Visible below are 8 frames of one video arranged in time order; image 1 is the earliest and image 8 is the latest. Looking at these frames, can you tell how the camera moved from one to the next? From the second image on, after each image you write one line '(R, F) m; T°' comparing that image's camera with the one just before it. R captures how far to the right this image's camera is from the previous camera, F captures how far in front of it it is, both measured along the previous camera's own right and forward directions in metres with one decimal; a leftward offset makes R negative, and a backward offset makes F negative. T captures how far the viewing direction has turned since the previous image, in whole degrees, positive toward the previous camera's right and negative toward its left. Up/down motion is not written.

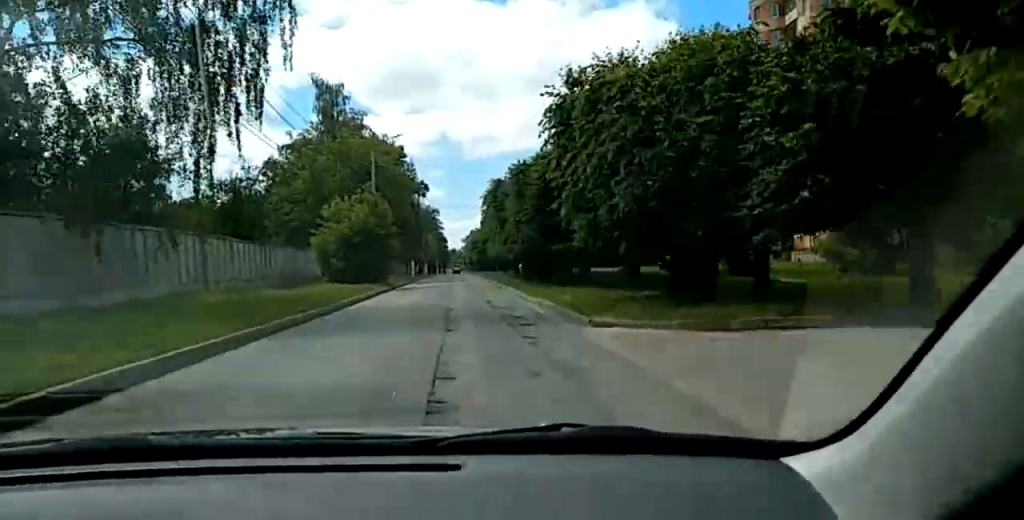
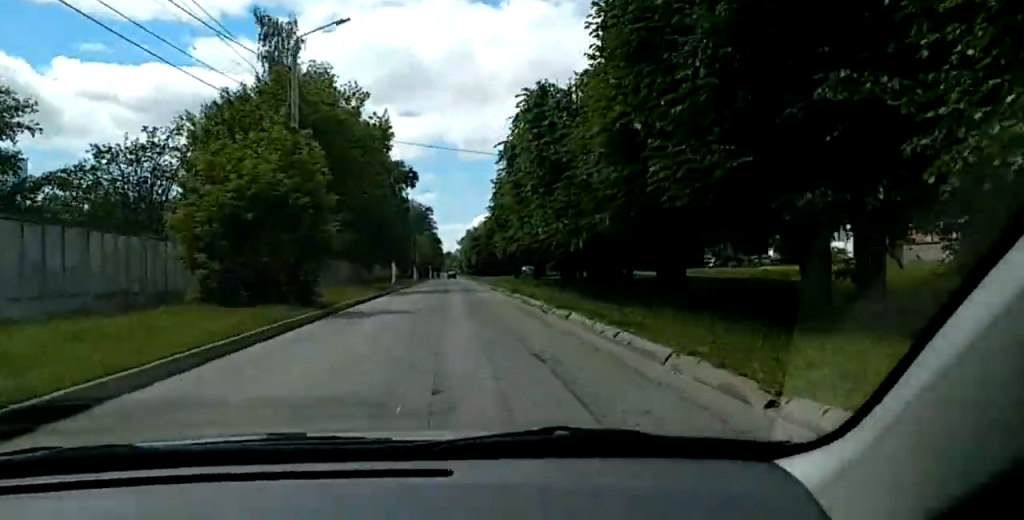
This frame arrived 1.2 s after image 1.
(+0.1, +22.4) m; +1°
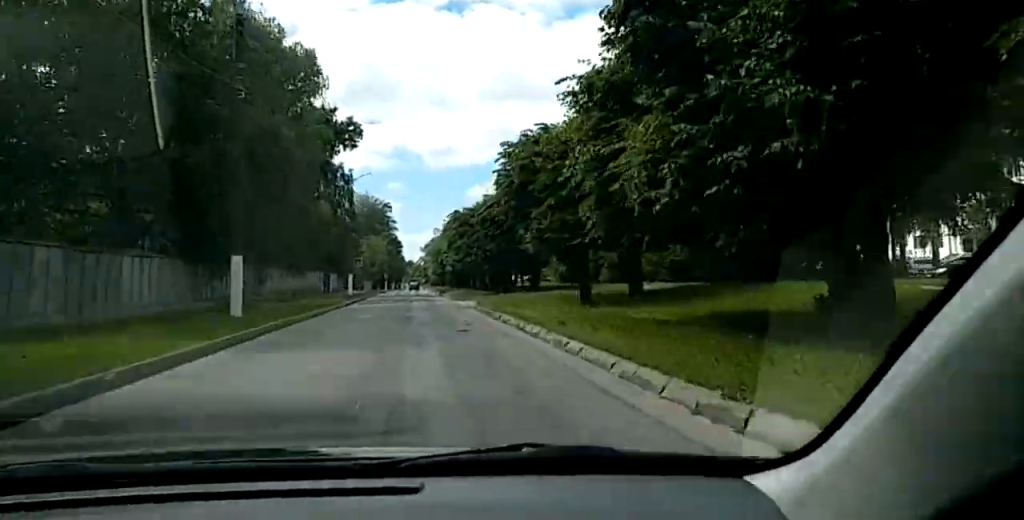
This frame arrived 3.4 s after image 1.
(+0.3, +42.1) m; 0°
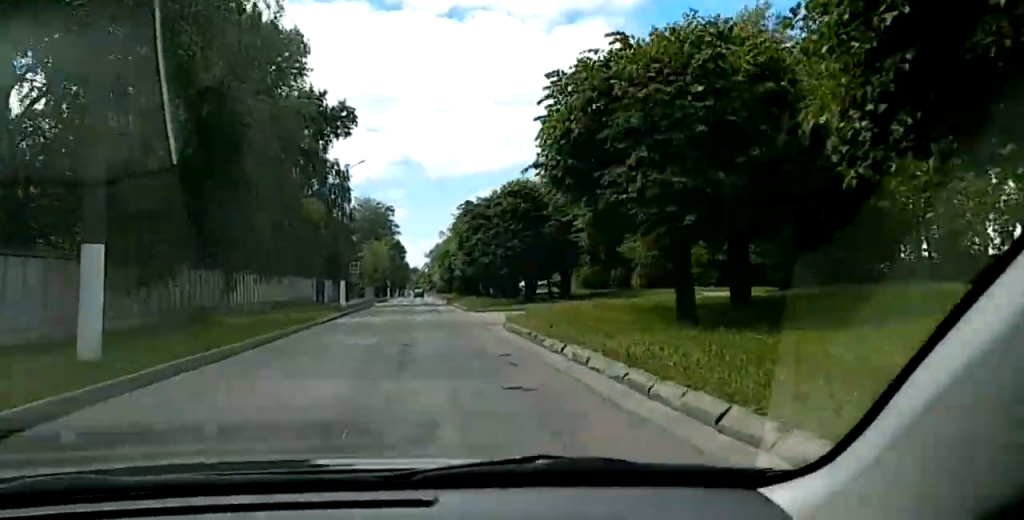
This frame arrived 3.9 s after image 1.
(0.0, +9.8) m; 0°
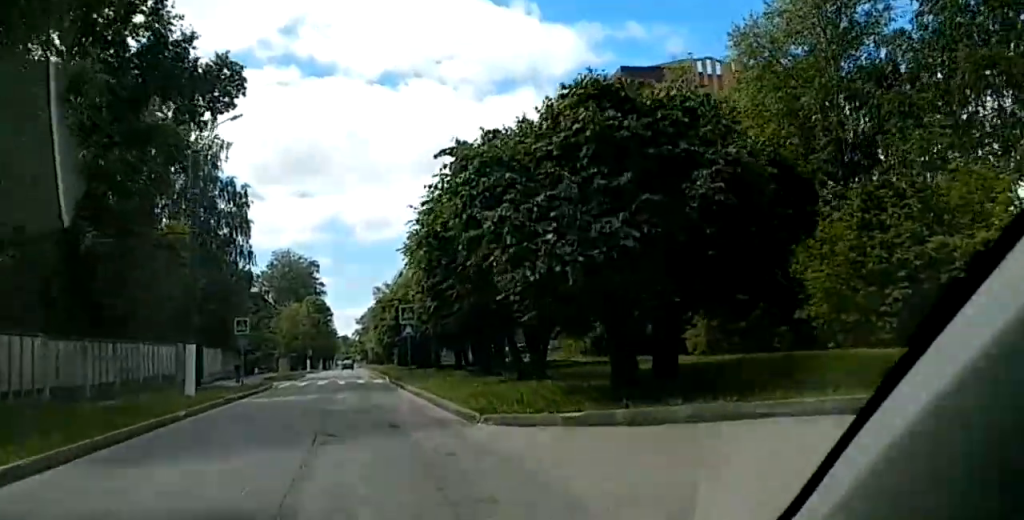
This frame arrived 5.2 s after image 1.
(-0.3, +23.9) m; -2°
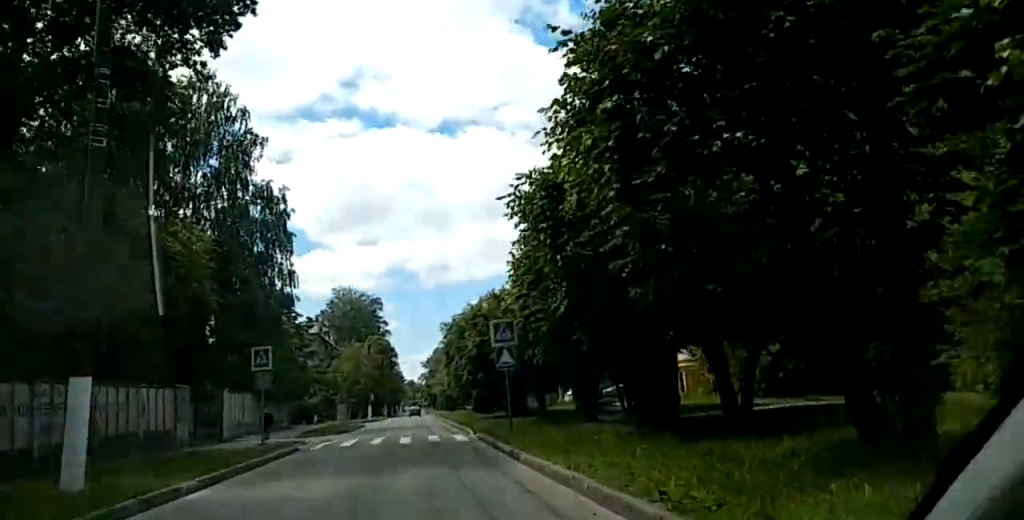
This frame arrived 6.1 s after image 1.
(-0.3, +15.2) m; -1°
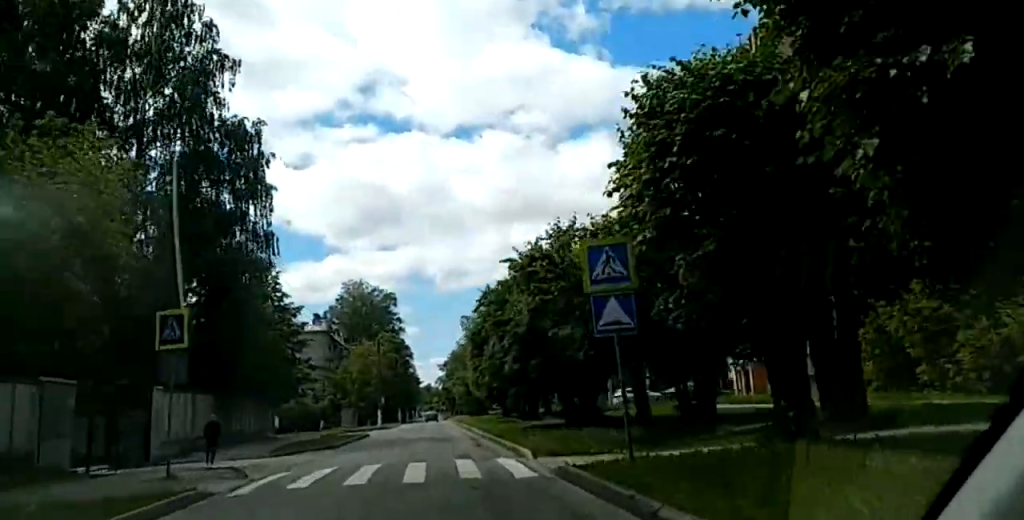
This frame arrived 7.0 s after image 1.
(0.0, +14.3) m; +1°
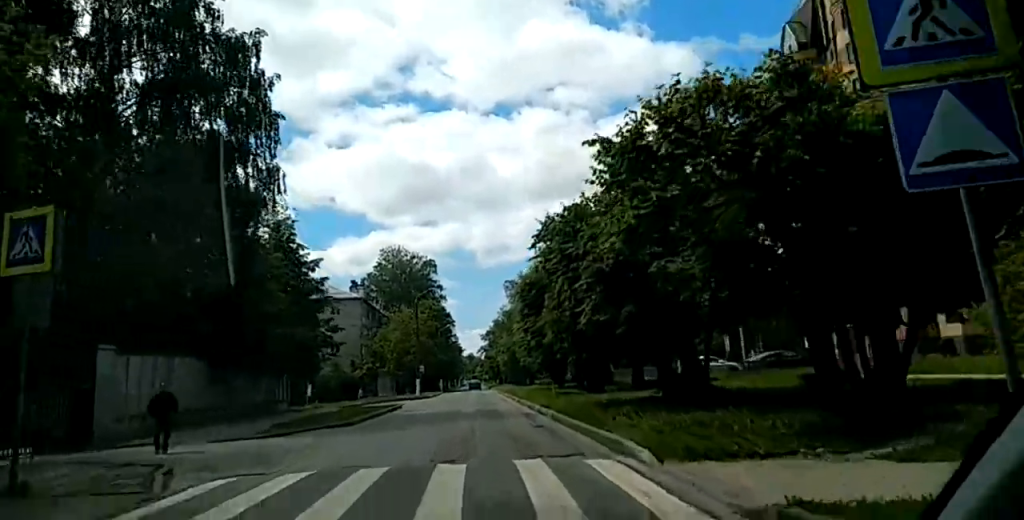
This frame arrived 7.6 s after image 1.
(+0.1, +9.5) m; 0°
